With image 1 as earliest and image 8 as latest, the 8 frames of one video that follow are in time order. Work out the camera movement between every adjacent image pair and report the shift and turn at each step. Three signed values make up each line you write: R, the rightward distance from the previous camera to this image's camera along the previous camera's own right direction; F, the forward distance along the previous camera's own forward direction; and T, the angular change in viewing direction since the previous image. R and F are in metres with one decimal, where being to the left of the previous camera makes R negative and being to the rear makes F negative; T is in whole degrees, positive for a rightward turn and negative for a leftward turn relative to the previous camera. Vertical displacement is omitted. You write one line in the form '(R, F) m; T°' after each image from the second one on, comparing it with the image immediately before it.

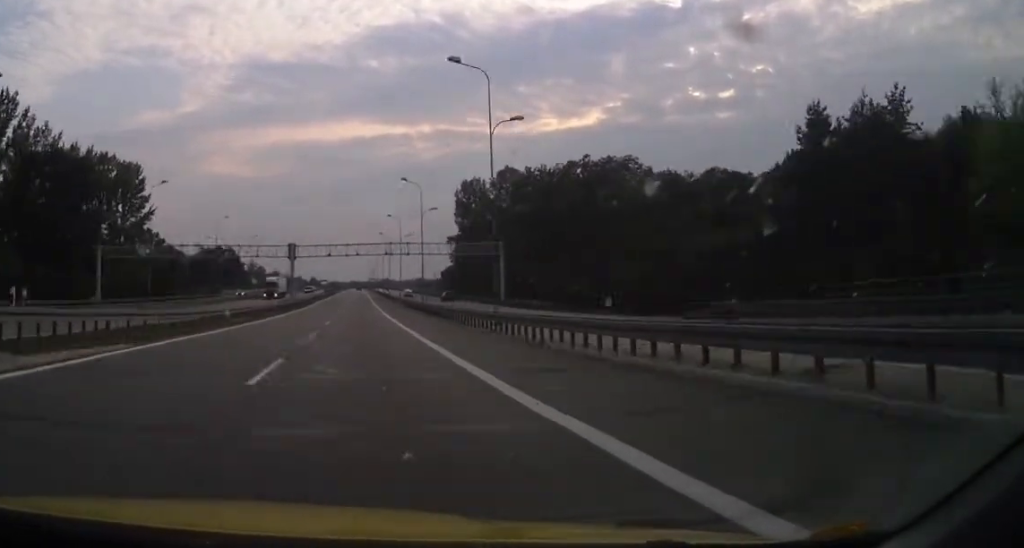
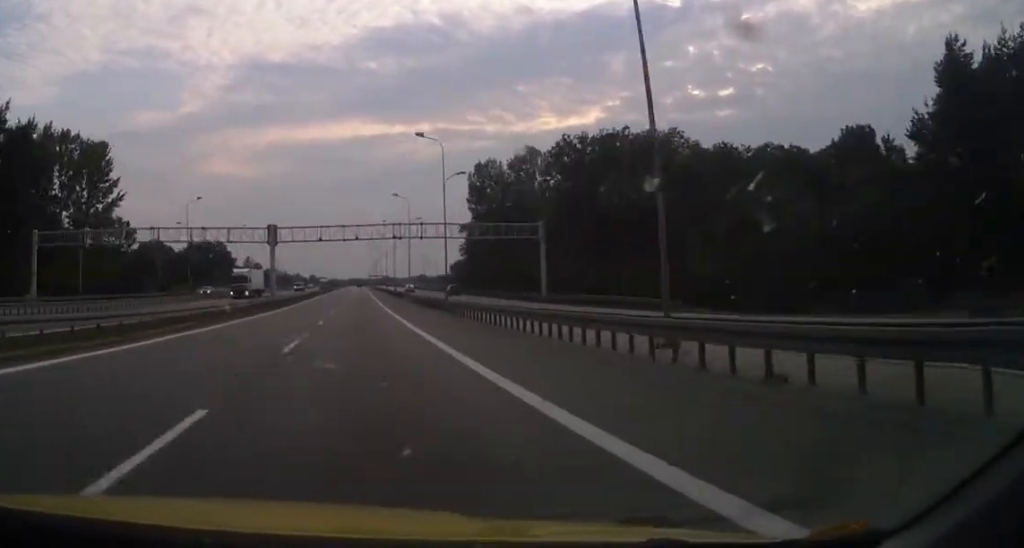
(+0.1, +18.7) m; 0°
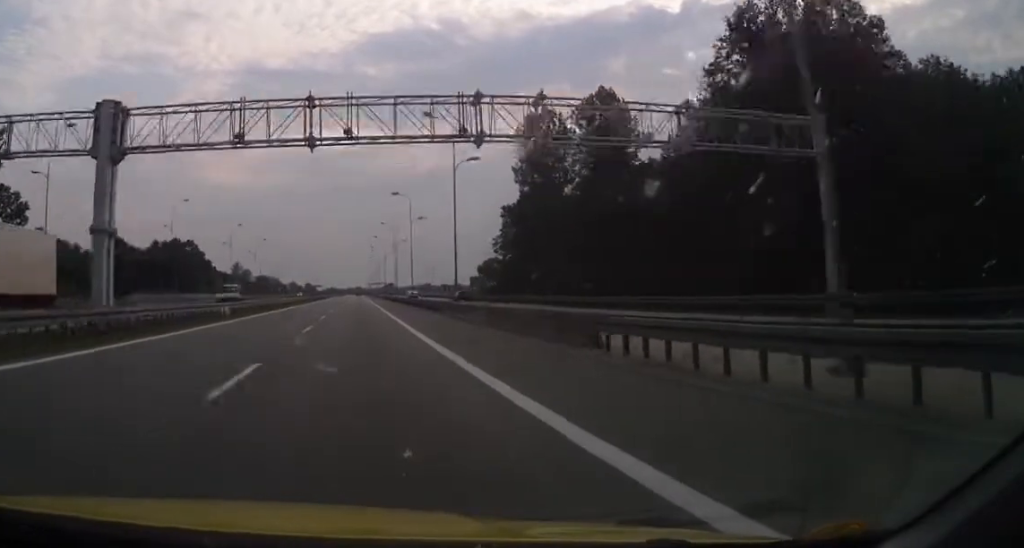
(+0.2, +42.7) m; 0°
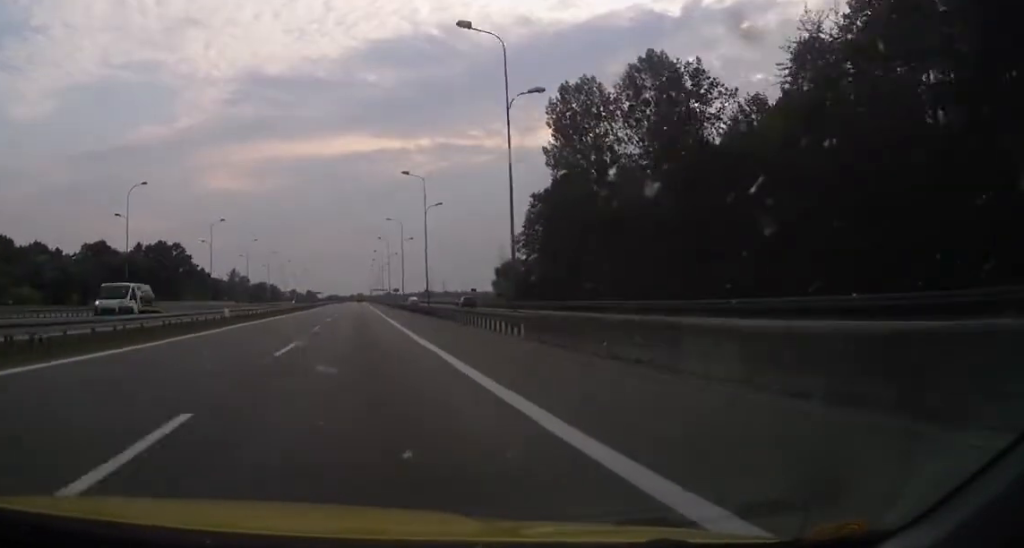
(+0.1, +16.6) m; 0°
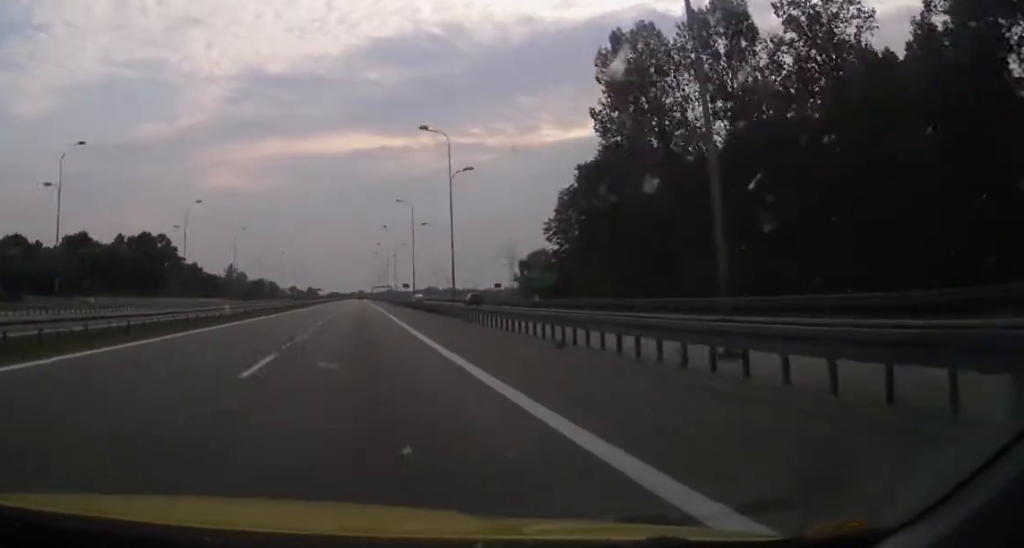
(-0.1, +15.7) m; 0°
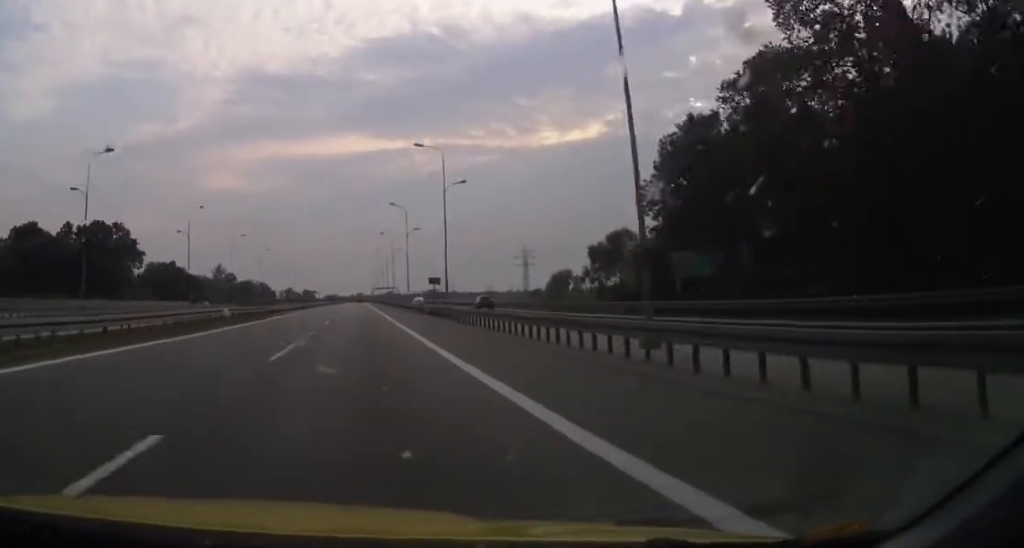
(0.0, +30.3) m; 0°
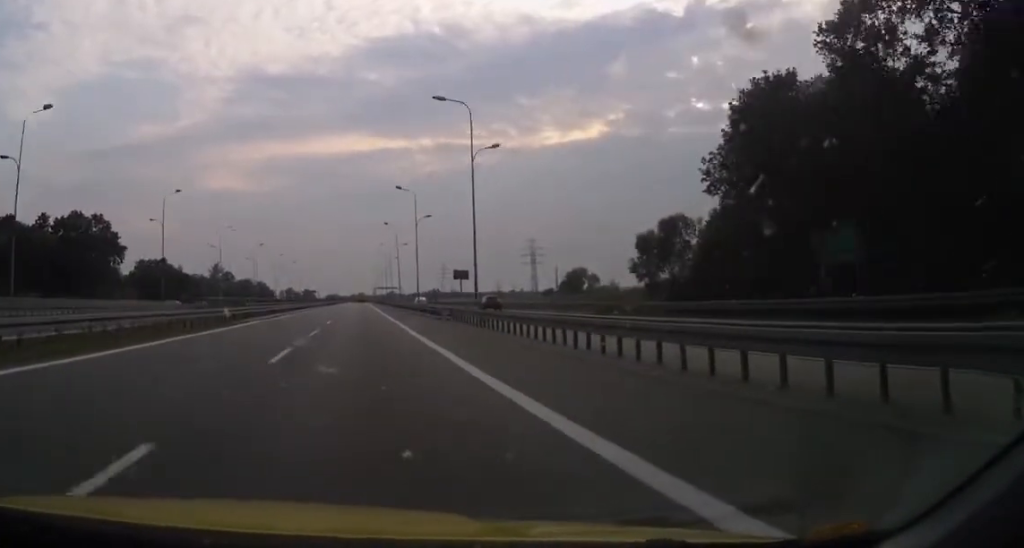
(0.0, +11.8) m; 0°
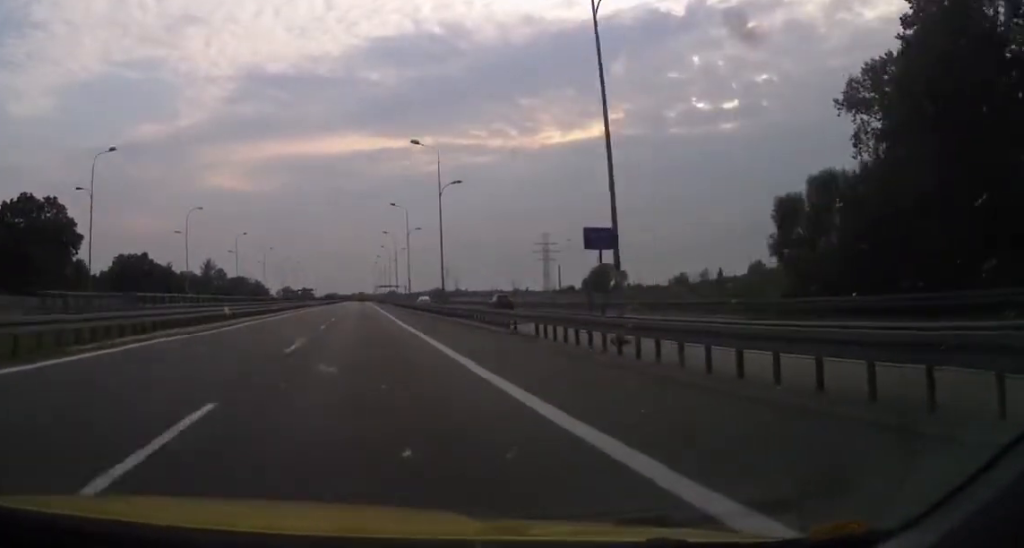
(+0.1, +23.9) m; 0°
